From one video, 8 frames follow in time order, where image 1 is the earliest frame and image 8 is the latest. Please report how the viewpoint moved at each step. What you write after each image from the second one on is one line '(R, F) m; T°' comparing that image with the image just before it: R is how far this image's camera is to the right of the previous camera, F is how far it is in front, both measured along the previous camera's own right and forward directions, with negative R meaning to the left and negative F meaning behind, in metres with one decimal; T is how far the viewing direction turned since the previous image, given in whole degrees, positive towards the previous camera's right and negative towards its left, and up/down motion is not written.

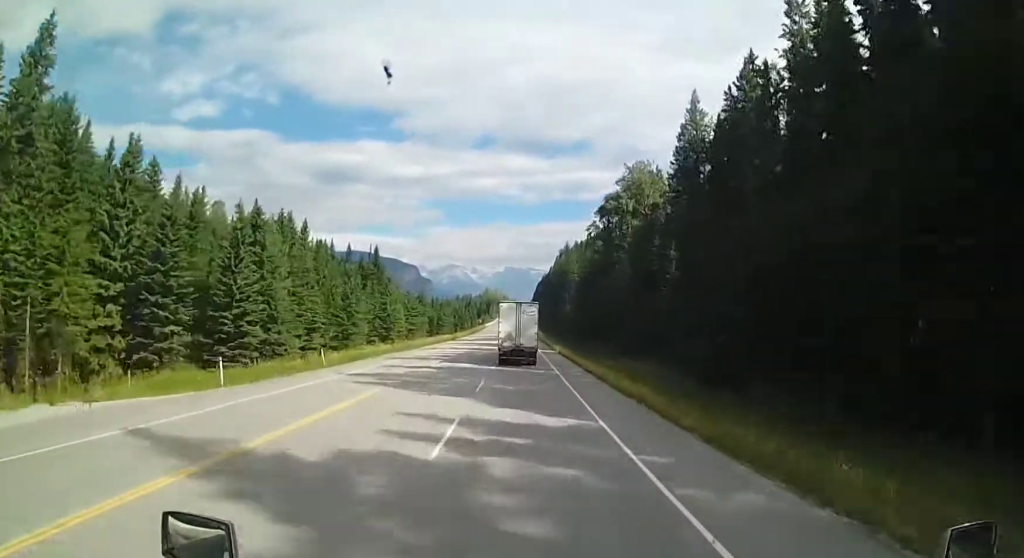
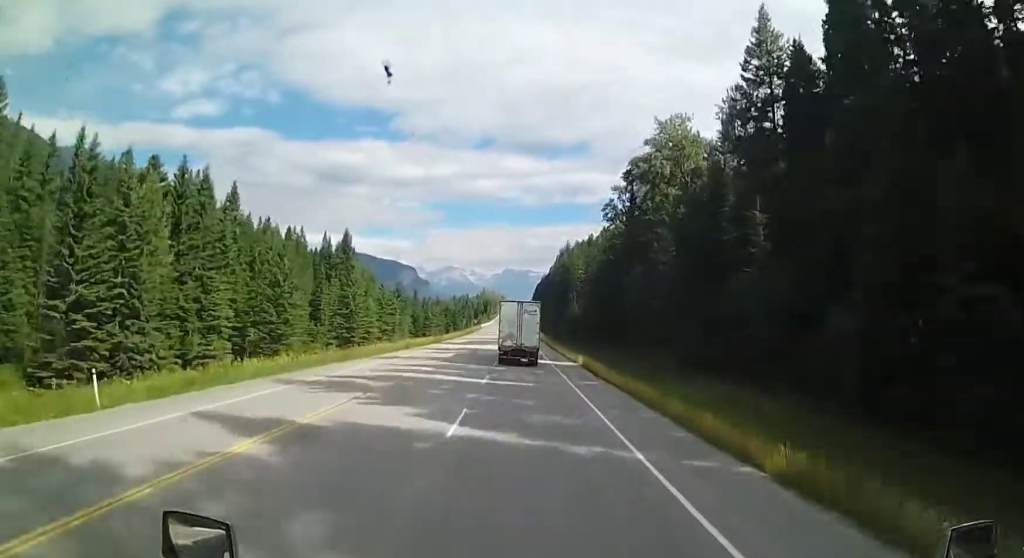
(-0.1, +23.5) m; 0°
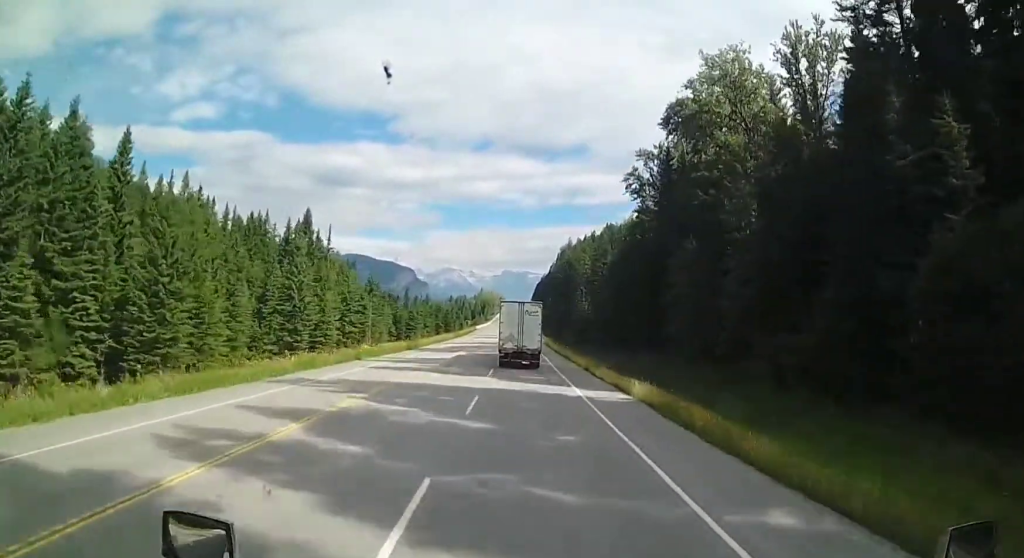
(-0.2, +20.9) m; 0°
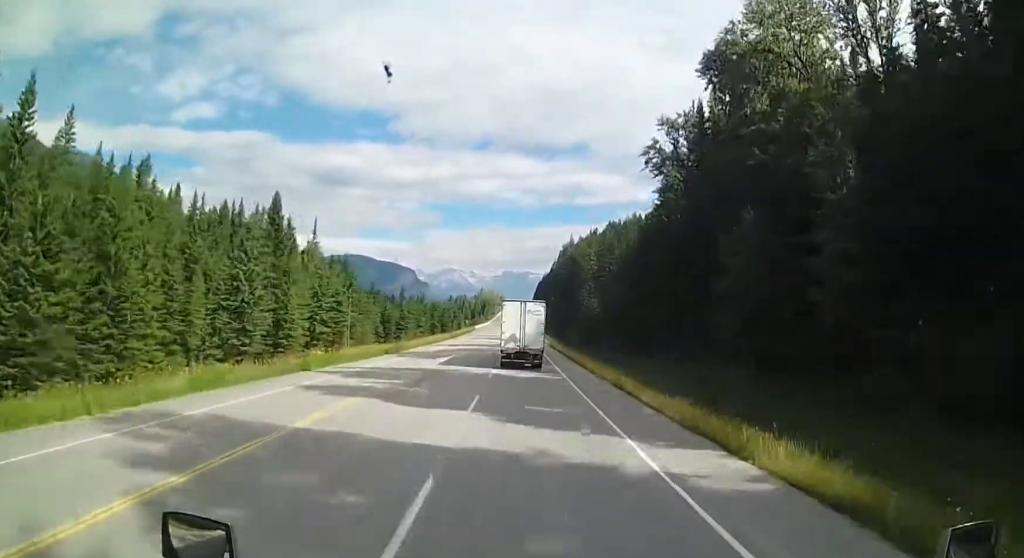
(+0.2, +12.6) m; +1°
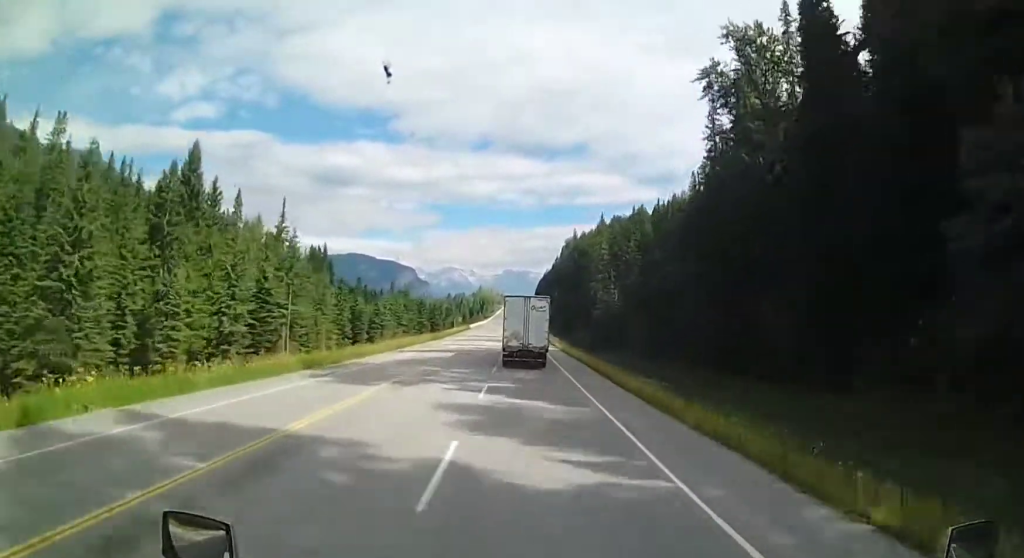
(+0.2, +22.5) m; +1°
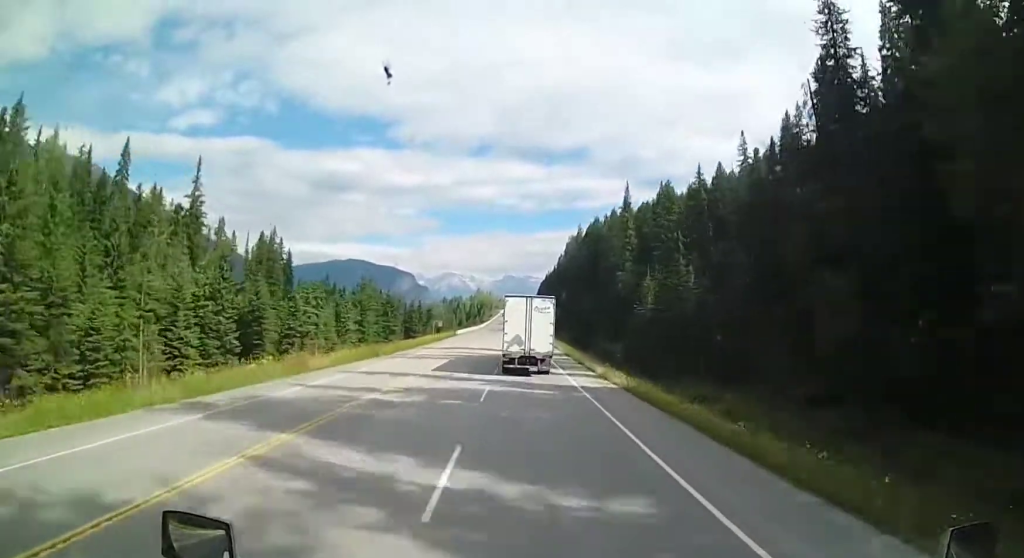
(+0.7, +39.1) m; +2°
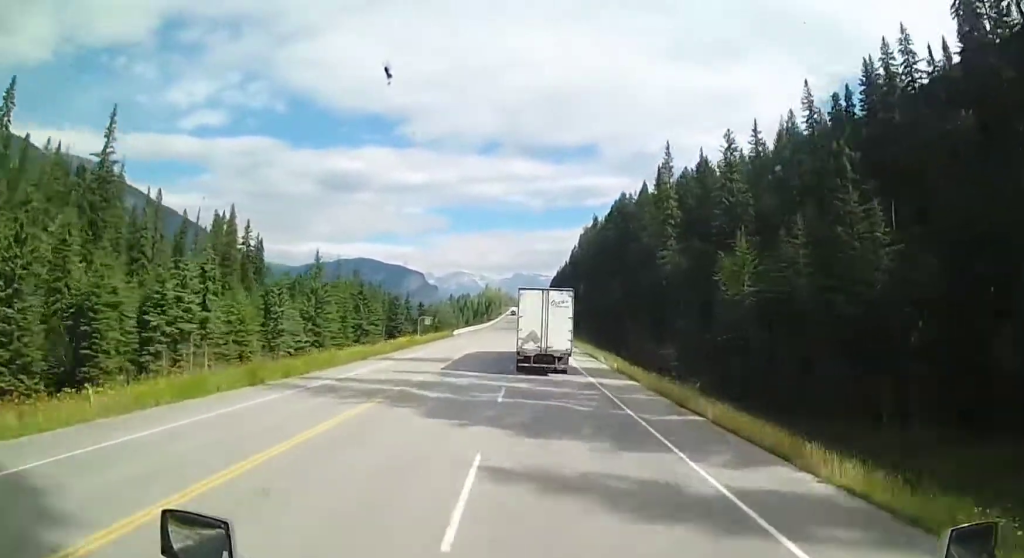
(+0.4, +27.7) m; 0°
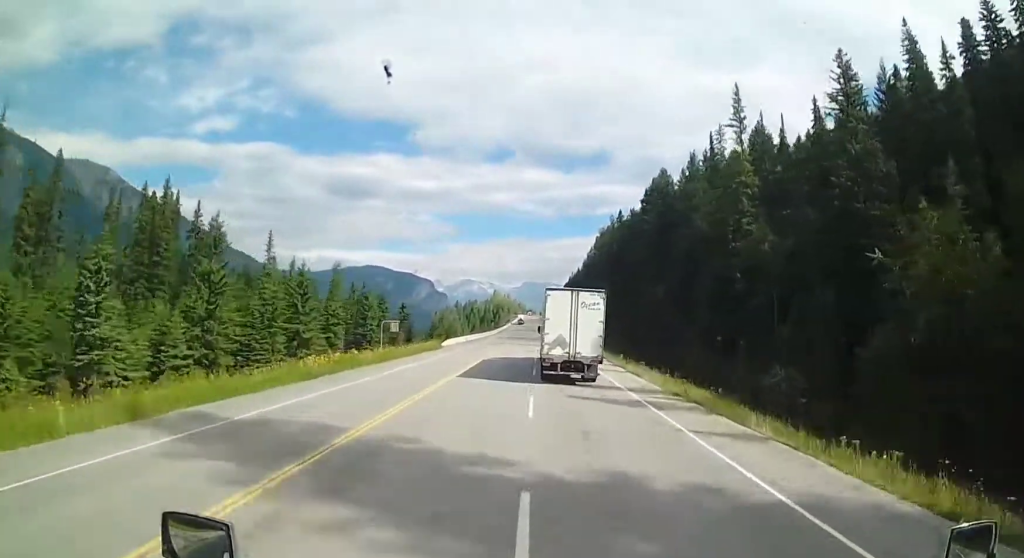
(-0.2, +29.0) m; 0°
